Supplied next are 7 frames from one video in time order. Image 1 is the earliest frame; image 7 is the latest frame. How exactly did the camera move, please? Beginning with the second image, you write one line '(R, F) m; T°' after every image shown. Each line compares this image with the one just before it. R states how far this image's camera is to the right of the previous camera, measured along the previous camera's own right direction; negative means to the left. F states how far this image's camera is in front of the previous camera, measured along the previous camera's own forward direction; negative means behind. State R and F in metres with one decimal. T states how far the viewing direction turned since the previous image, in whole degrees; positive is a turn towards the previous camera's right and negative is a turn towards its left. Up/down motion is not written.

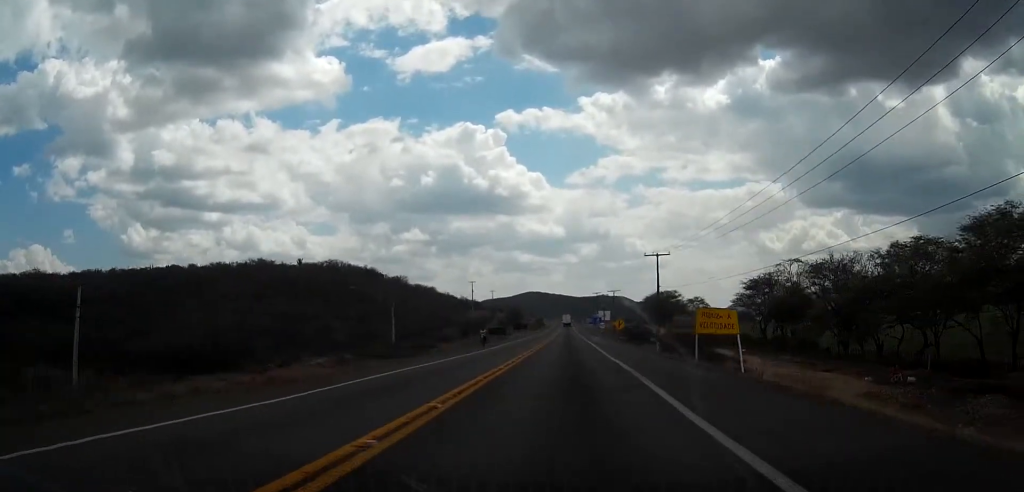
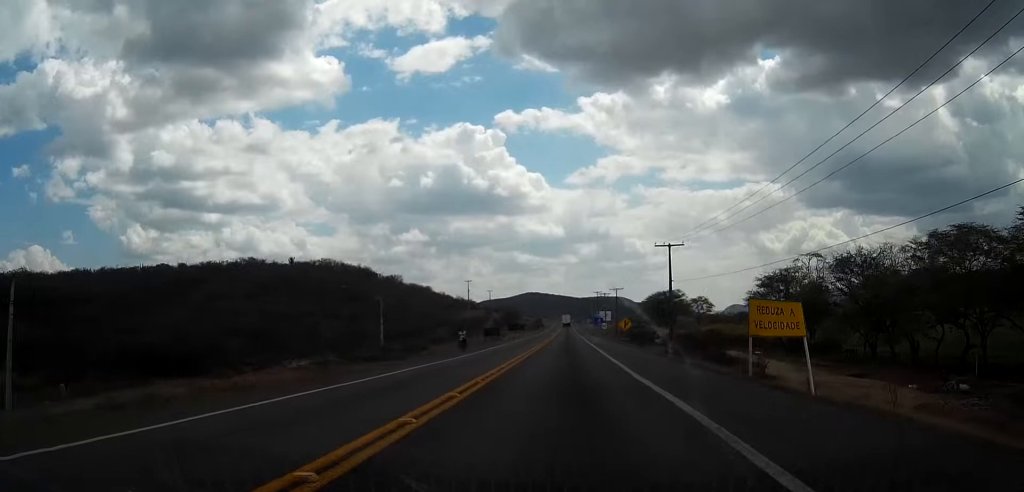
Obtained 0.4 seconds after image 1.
(0.0, +8.3) m; 0°
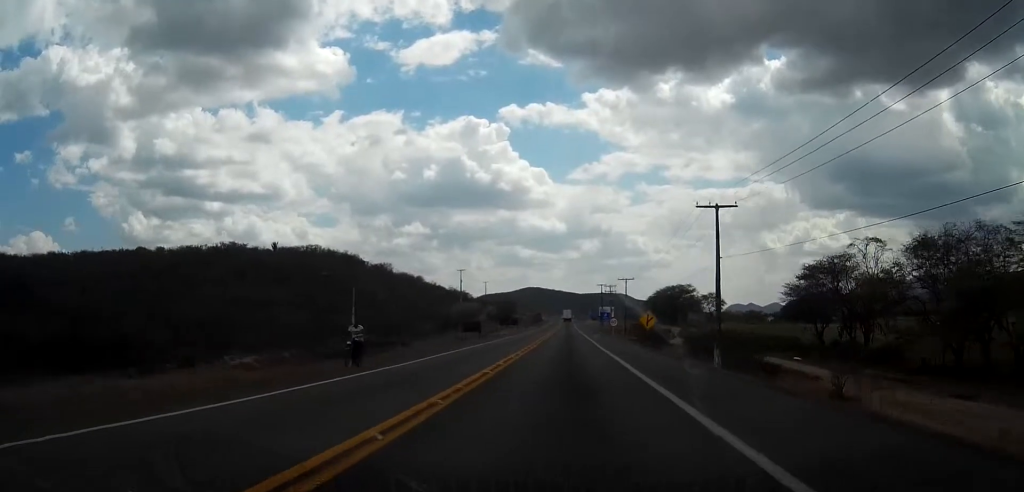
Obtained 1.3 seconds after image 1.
(0.0, +18.3) m; 0°
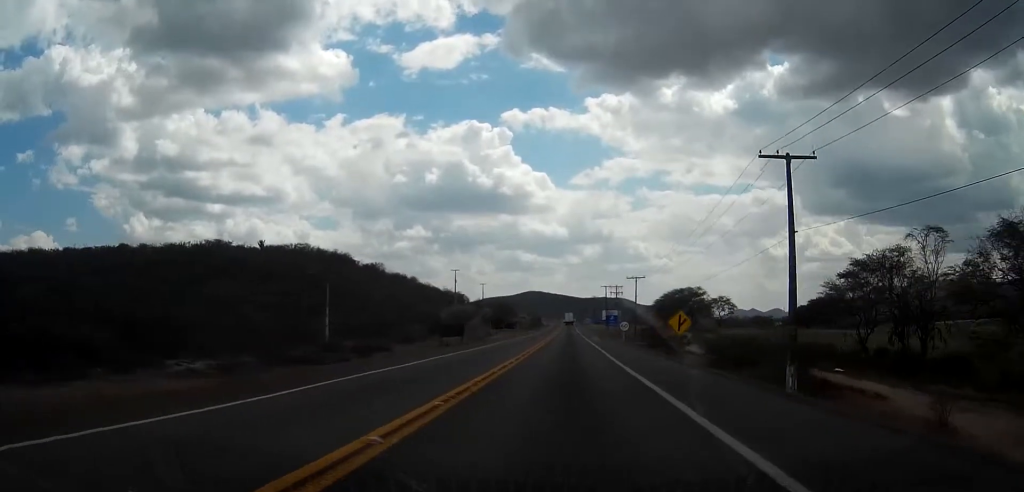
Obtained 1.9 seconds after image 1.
(-0.1, +13.5) m; 0°
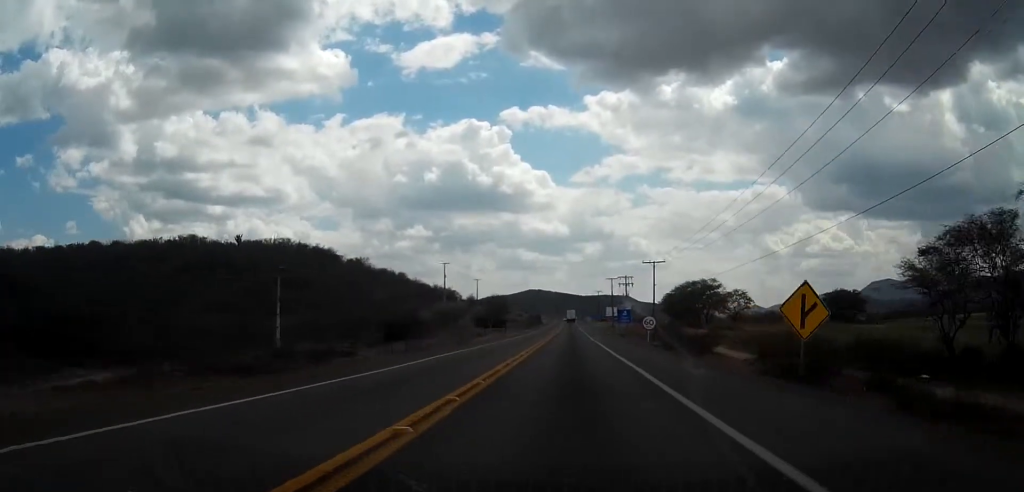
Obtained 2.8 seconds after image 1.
(0.0, +18.7) m; 0°
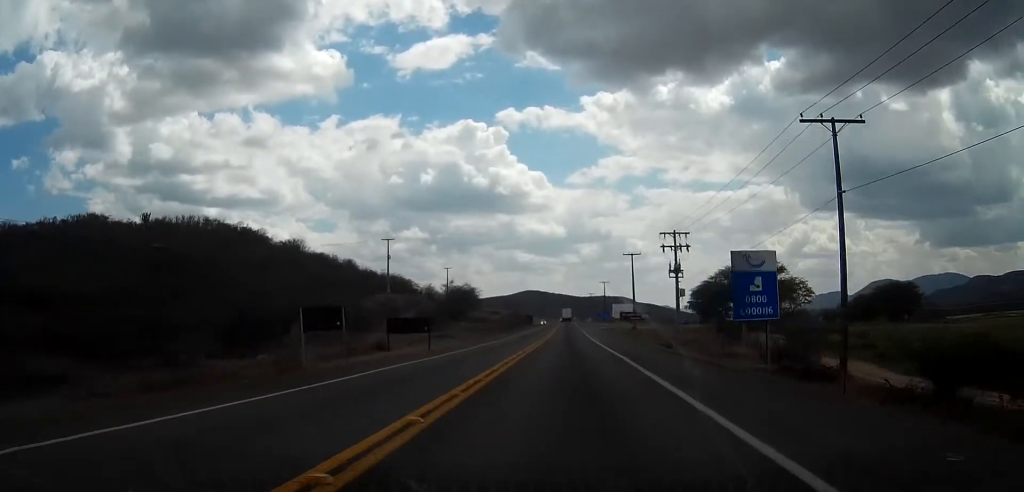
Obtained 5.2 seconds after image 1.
(+0.5, +53.9) m; +1°
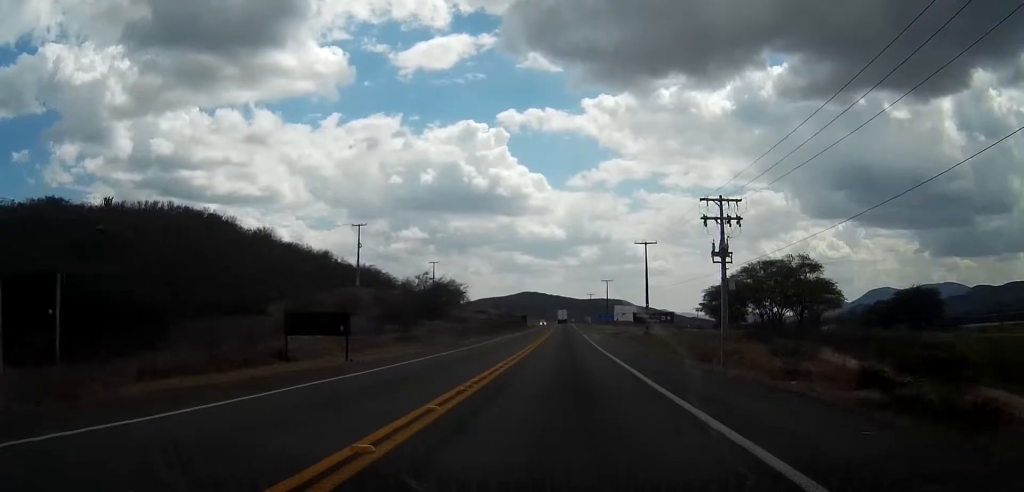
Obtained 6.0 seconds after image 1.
(-0.1, +17.9) m; 0°
